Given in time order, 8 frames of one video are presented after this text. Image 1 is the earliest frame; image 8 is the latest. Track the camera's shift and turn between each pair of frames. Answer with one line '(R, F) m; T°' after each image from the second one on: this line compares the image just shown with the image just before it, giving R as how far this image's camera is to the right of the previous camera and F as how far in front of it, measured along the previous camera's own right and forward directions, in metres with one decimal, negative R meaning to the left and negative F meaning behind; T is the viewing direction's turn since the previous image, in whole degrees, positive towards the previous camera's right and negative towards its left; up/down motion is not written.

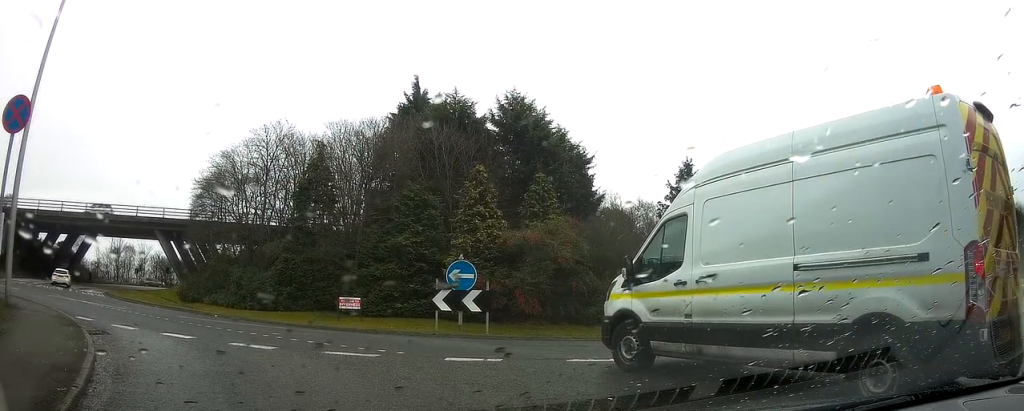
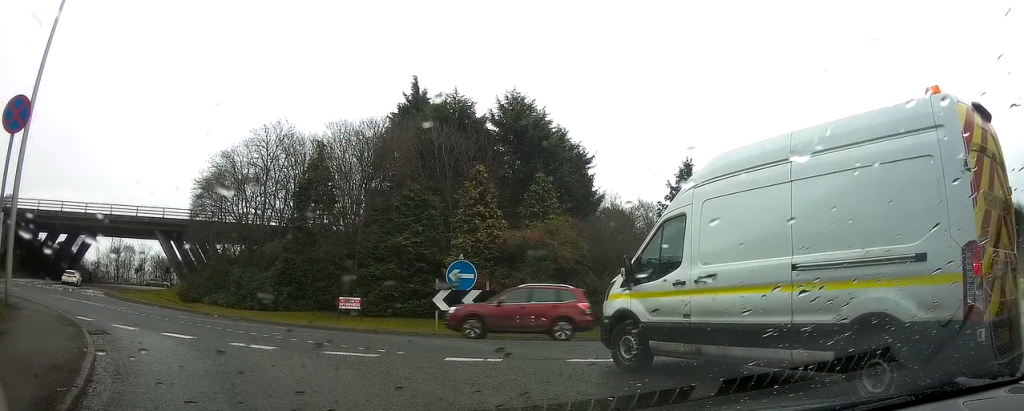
(0.0, 0.0) m; 0°
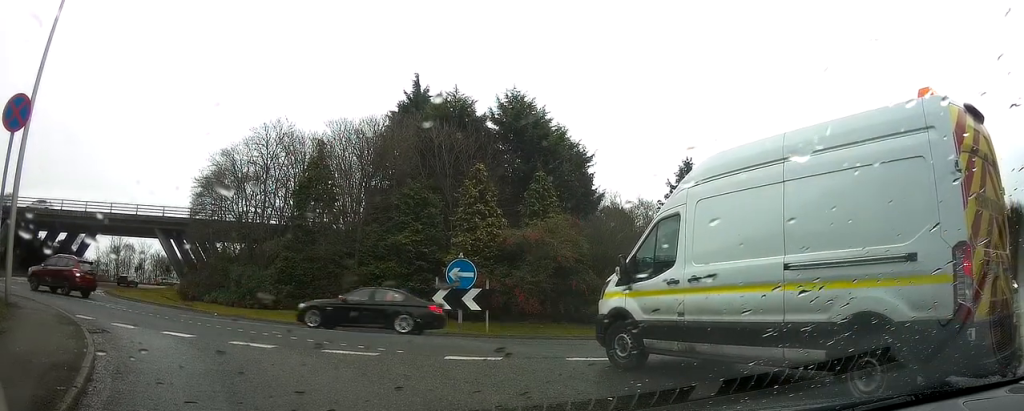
(0.0, 0.0) m; 0°
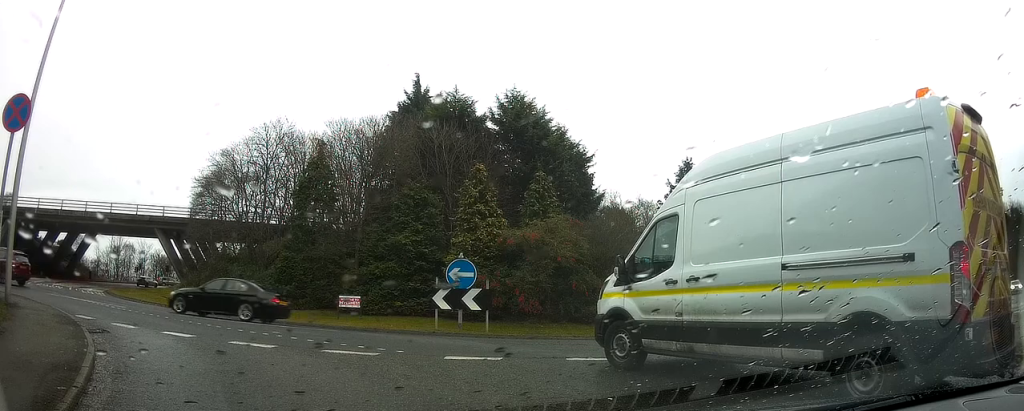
(0.0, 0.0) m; 0°
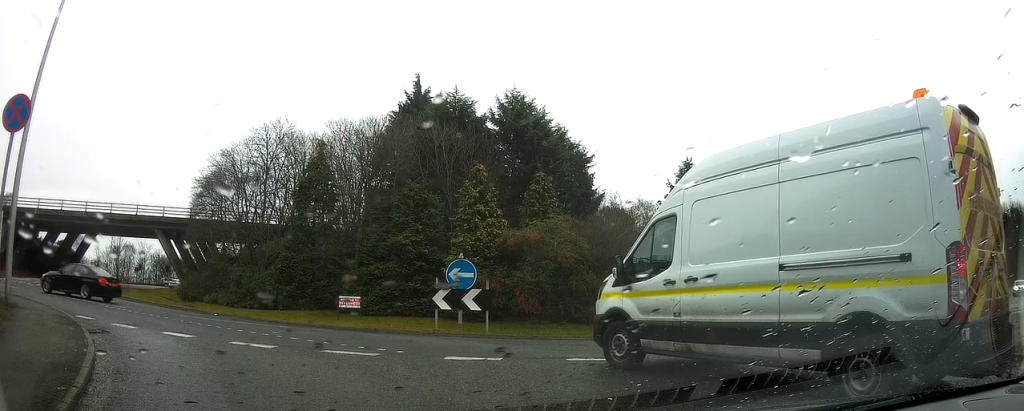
(0.0, 0.0) m; 0°
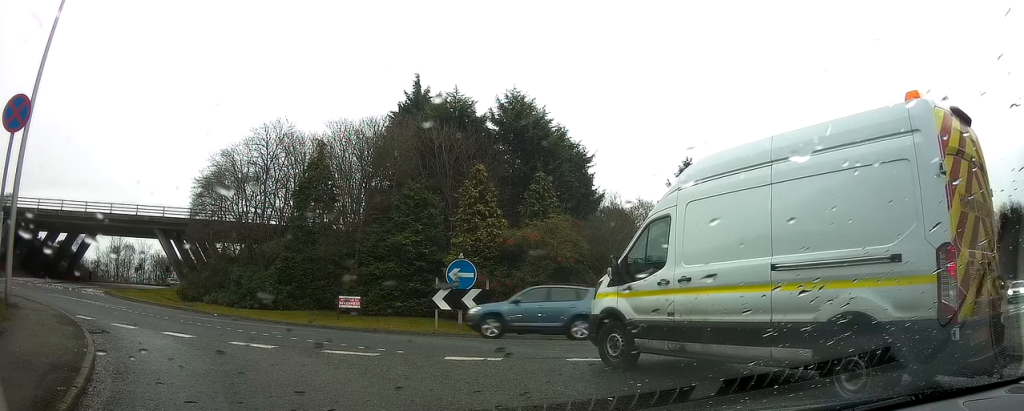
(0.0, 0.0) m; 0°
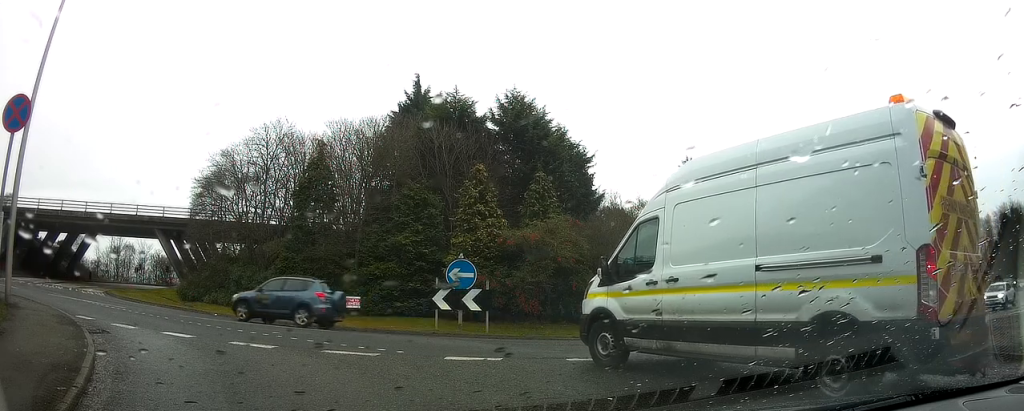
(0.0, 0.0) m; 0°
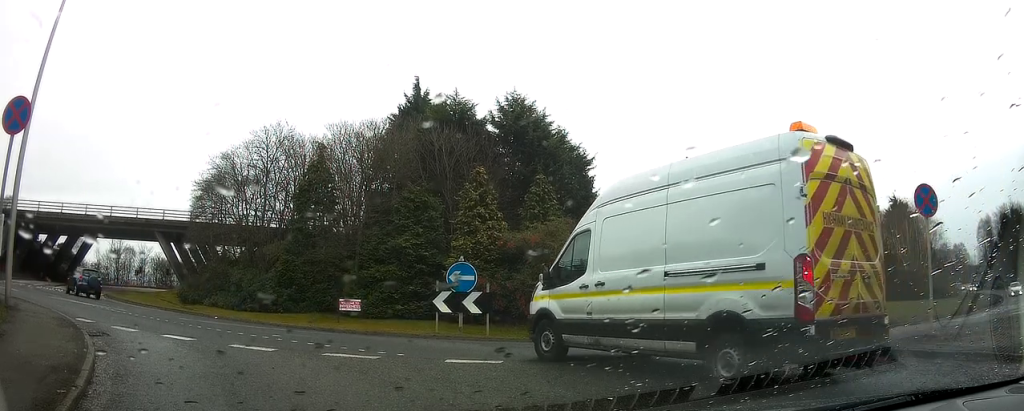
(0.0, +0.3) m; 0°
